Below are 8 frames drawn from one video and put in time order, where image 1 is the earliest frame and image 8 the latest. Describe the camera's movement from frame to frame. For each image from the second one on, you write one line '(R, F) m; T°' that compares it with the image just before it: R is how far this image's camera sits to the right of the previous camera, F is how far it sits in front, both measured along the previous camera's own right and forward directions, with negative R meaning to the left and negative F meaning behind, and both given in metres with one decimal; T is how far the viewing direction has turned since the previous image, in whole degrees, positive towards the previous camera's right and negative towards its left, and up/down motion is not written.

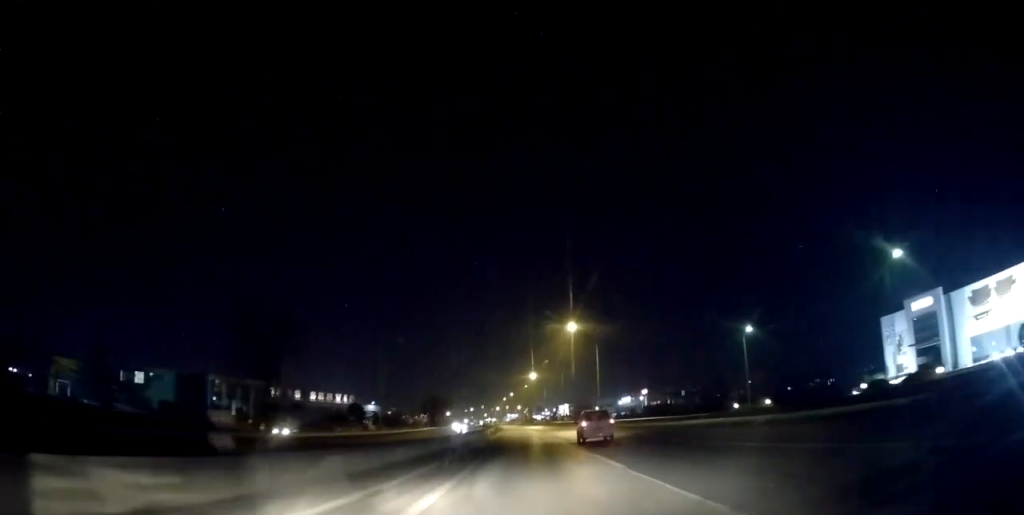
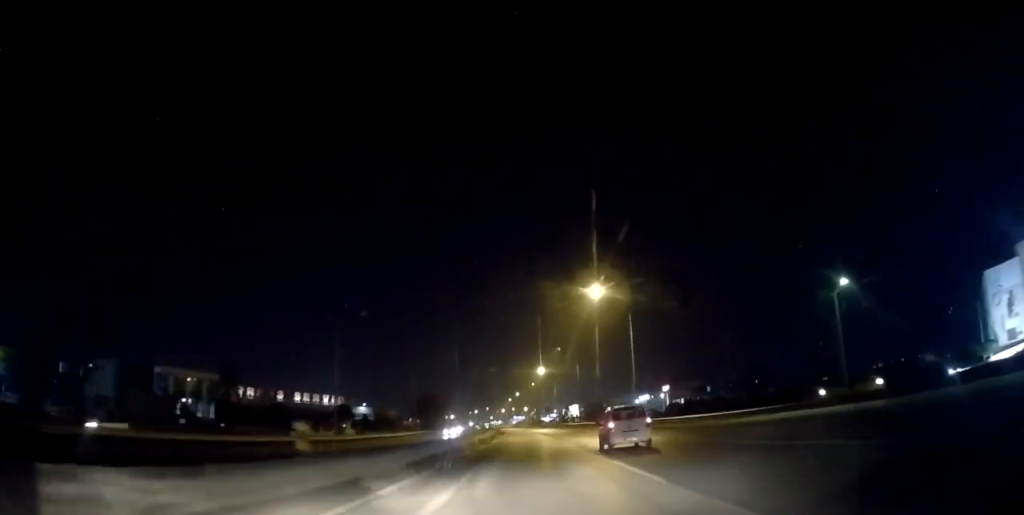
(-0.3, +21.1) m; -1°
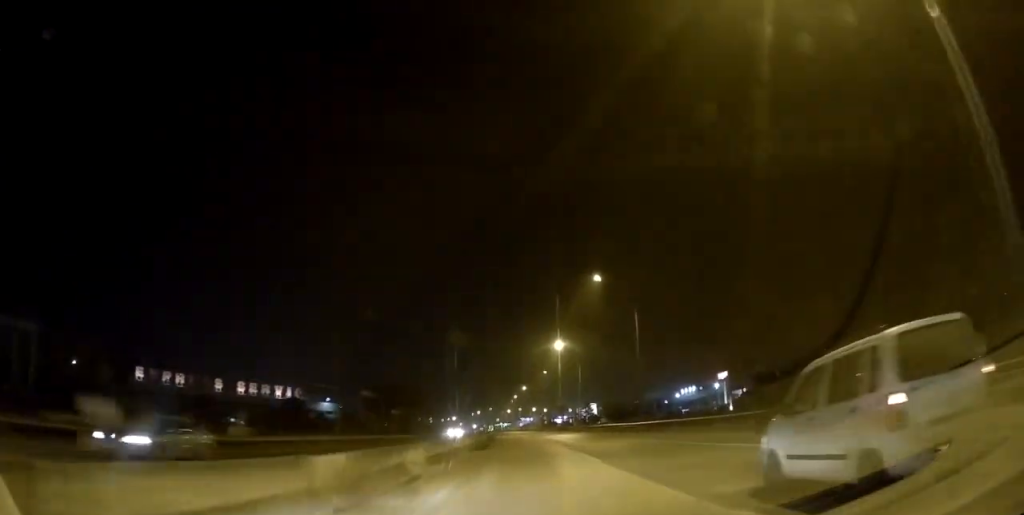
(-0.1, +45.9) m; -1°
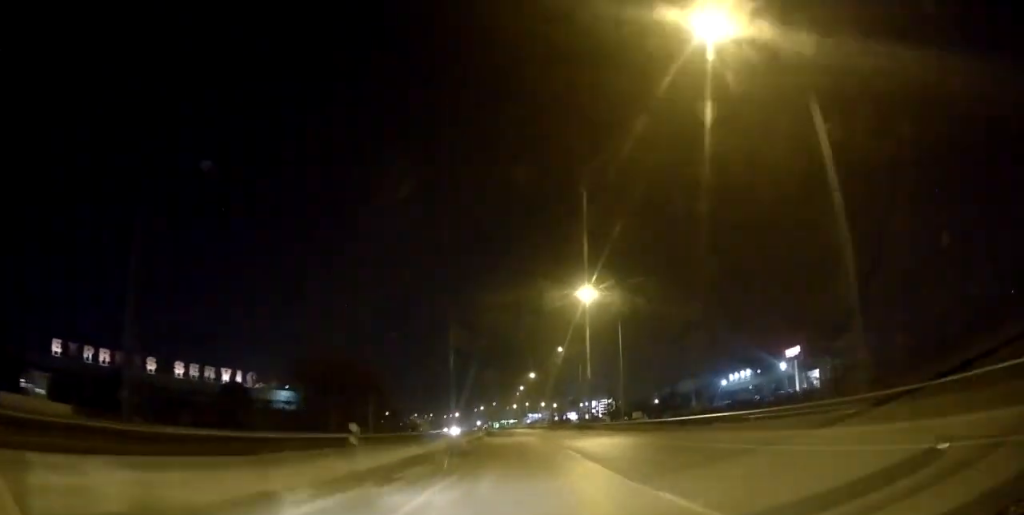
(-0.3, +33.5) m; -1°
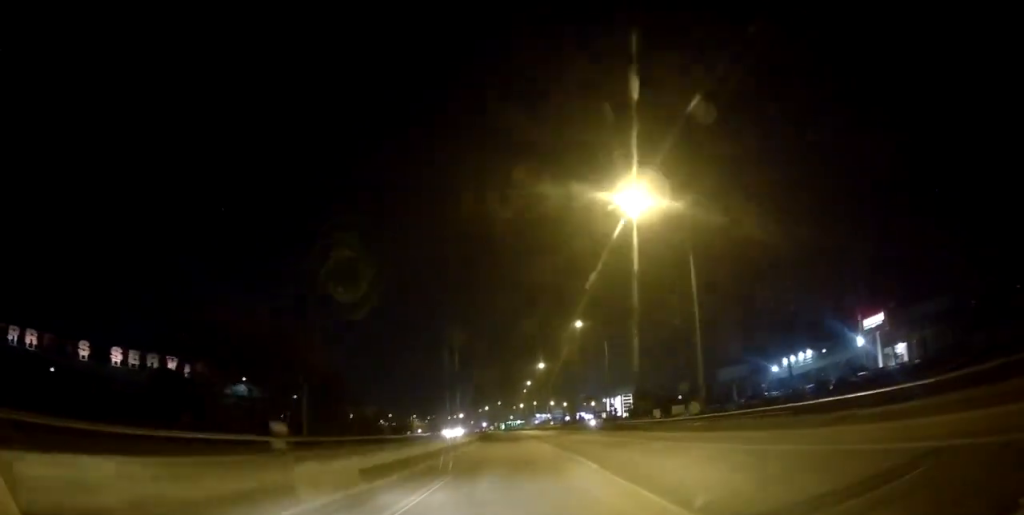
(-0.1, +23.8) m; -1°
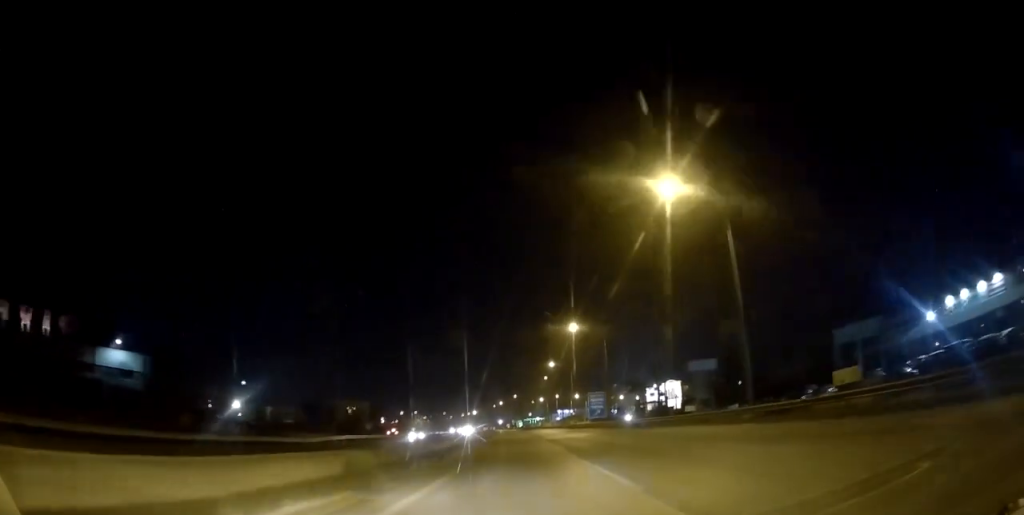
(-0.3, +40.4) m; -1°
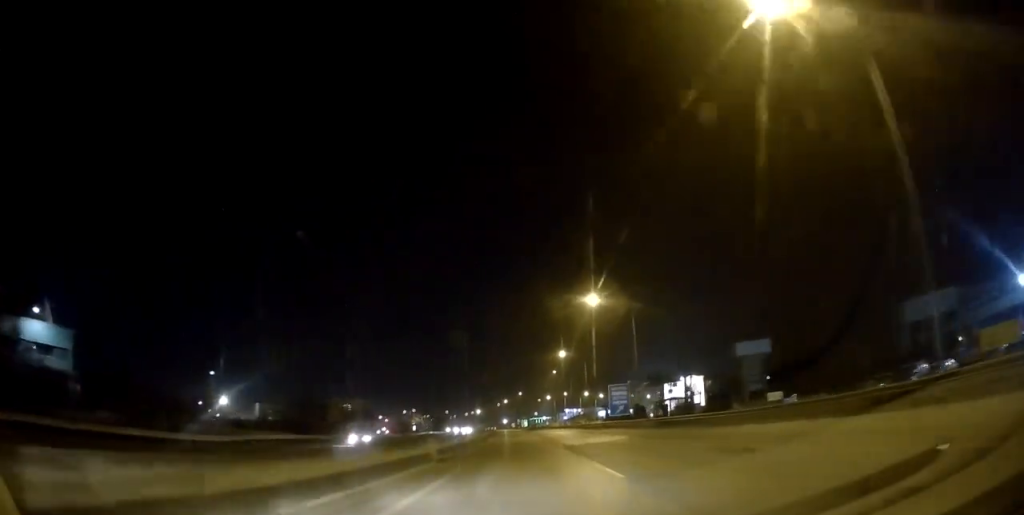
(0.0, +15.4) m; -1°
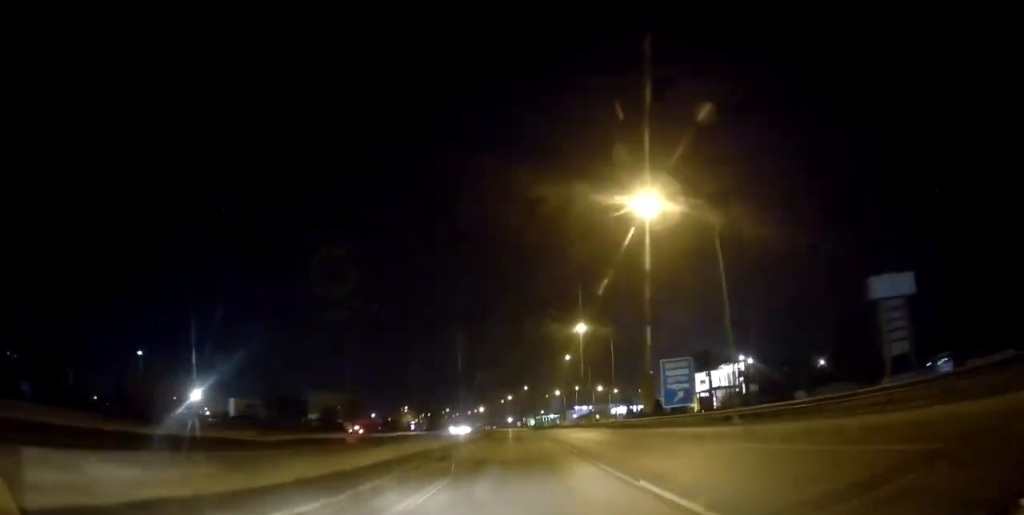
(-0.3, +24.5) m; -1°
